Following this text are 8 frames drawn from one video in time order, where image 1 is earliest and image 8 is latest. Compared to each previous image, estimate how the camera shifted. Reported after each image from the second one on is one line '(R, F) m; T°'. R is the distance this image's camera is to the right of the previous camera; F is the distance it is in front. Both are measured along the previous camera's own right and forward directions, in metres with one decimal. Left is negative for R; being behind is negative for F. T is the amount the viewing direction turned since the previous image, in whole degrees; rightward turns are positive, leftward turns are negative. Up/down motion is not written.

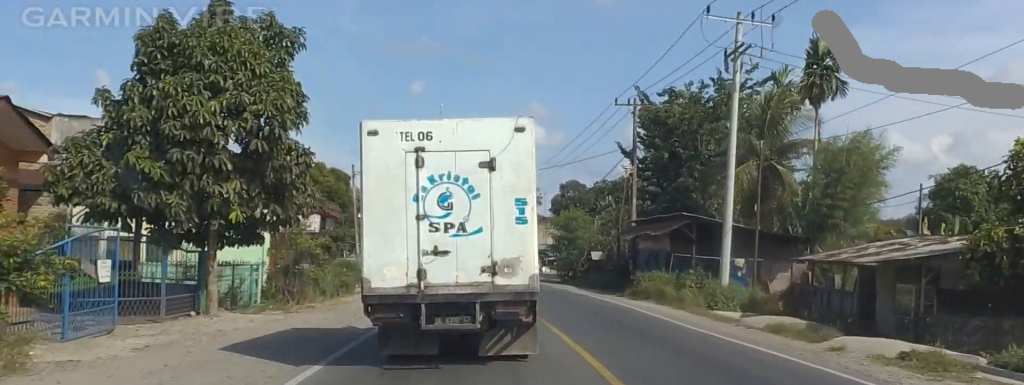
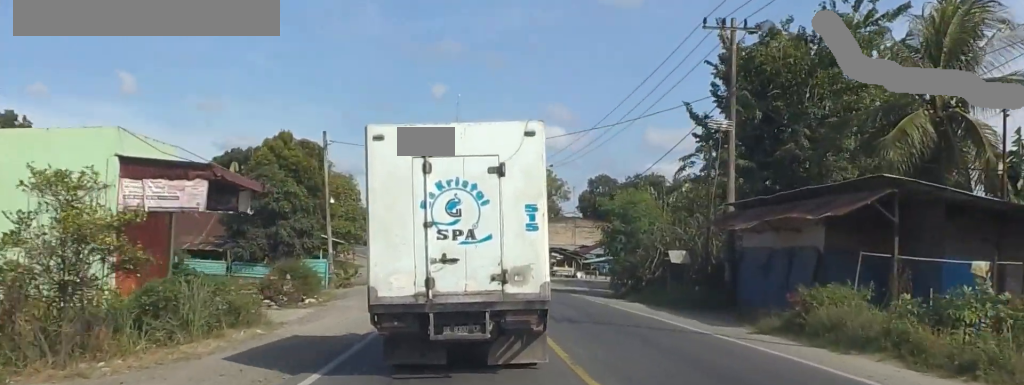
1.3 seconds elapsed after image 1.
(-0.3, +16.6) m; +1°
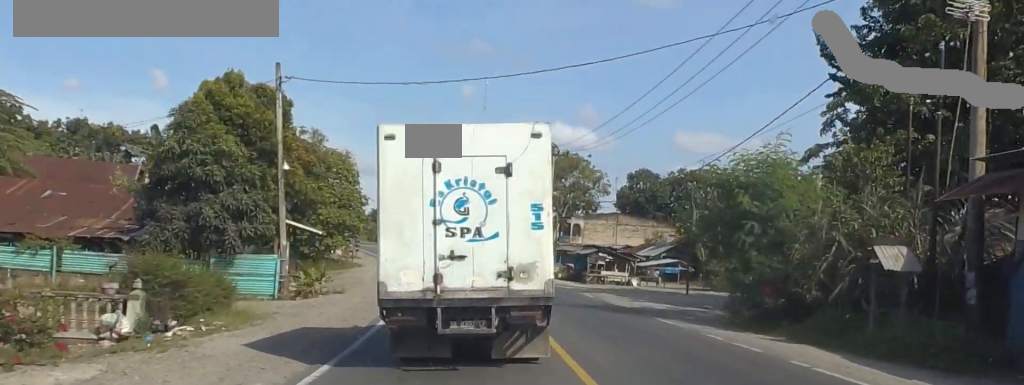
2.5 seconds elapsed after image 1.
(-0.1, +15.2) m; -3°
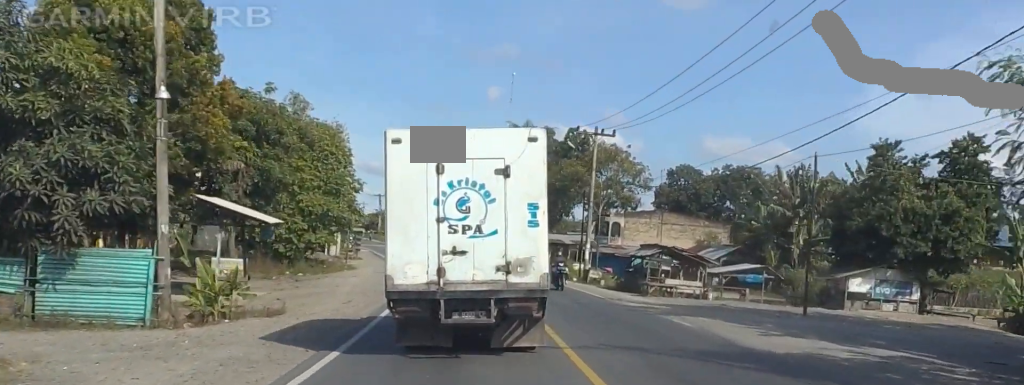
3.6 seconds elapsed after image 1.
(-0.6, +13.1) m; -2°
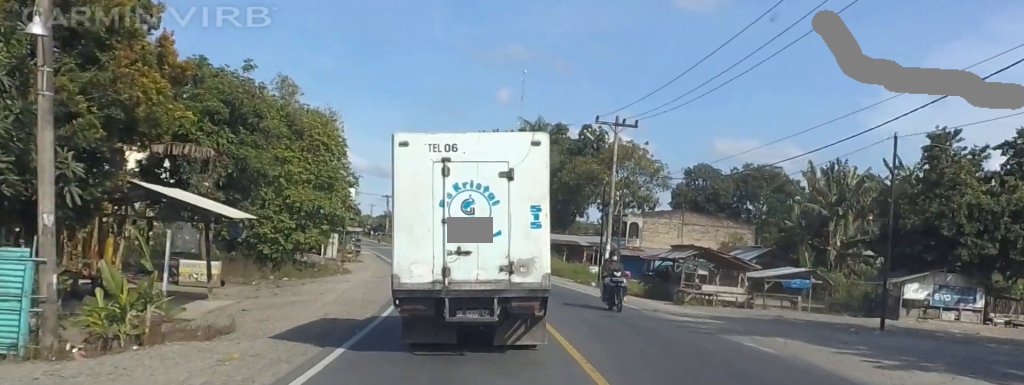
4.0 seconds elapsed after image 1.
(+0.1, +5.0) m; 0°
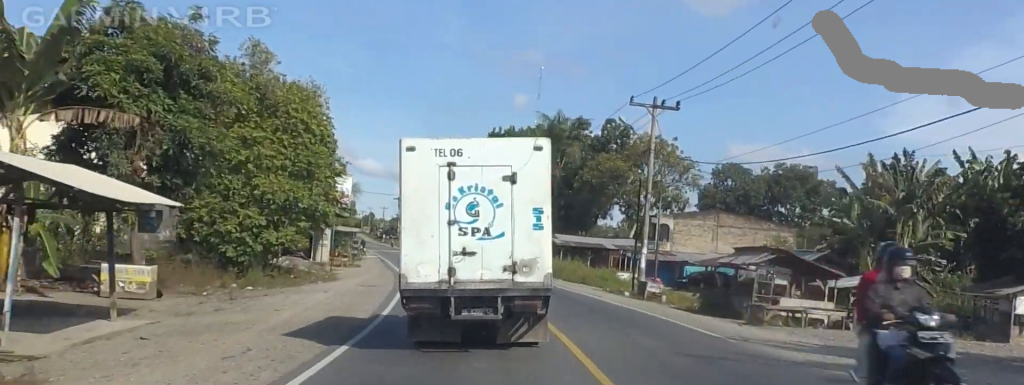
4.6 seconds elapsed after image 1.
(+0.1, +7.6) m; -1°
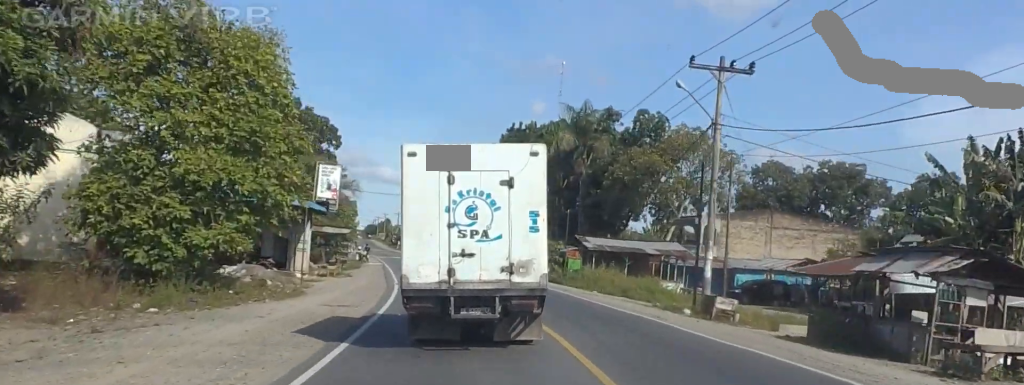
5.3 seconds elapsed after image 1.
(-0.3, +9.9) m; -2°
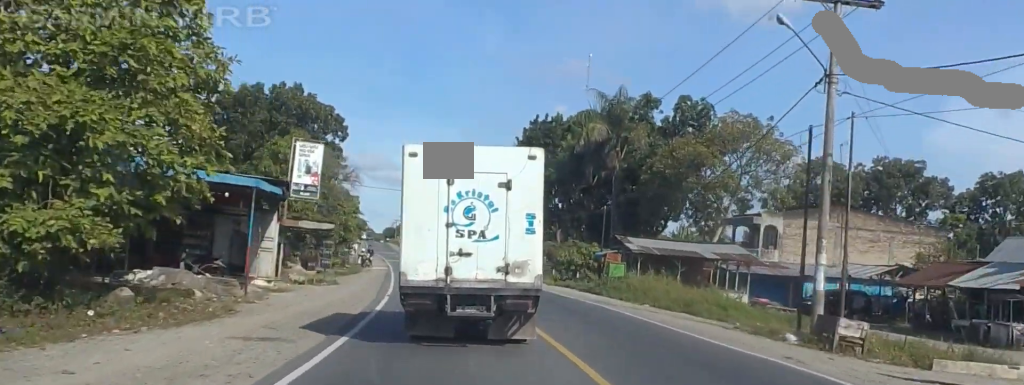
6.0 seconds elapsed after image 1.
(0.0, +9.5) m; 0°
